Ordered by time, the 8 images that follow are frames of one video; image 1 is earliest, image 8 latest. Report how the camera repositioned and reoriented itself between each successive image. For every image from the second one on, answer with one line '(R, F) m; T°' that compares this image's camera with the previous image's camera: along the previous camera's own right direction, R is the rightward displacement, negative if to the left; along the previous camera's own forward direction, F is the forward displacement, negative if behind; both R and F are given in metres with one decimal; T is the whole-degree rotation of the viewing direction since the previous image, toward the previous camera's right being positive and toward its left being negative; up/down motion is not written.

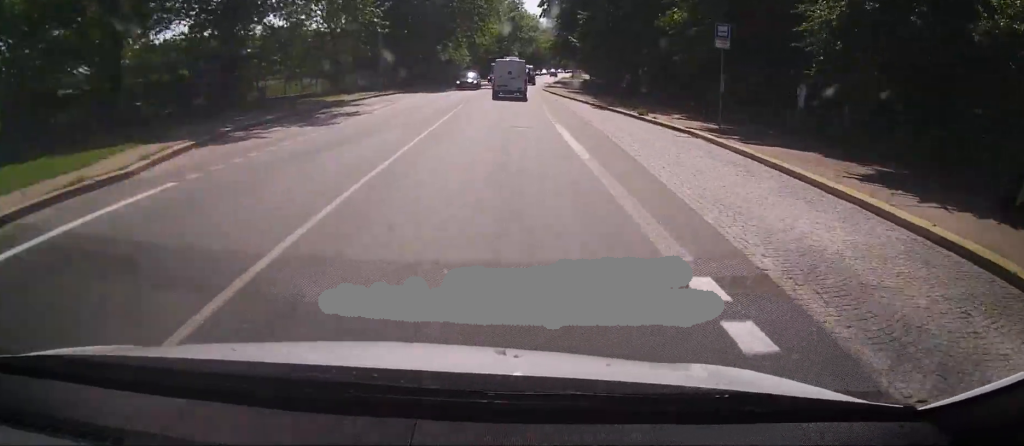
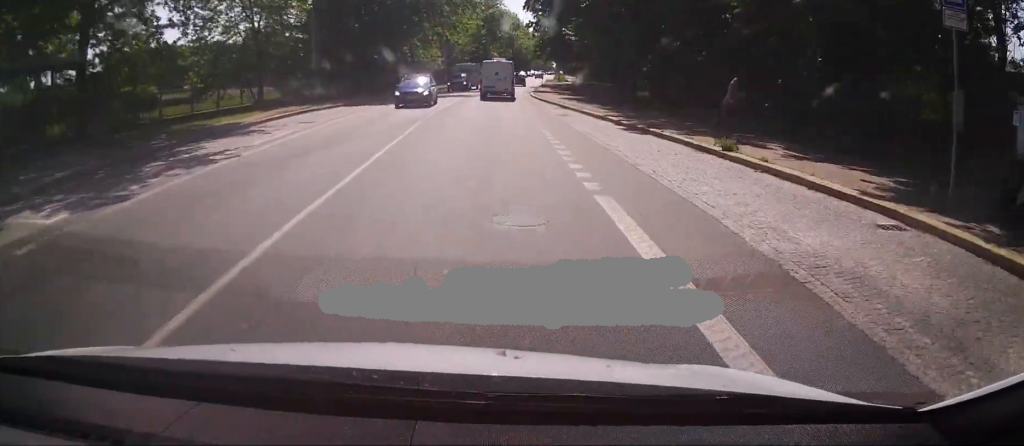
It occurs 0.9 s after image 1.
(0.0, +12.0) m; 0°
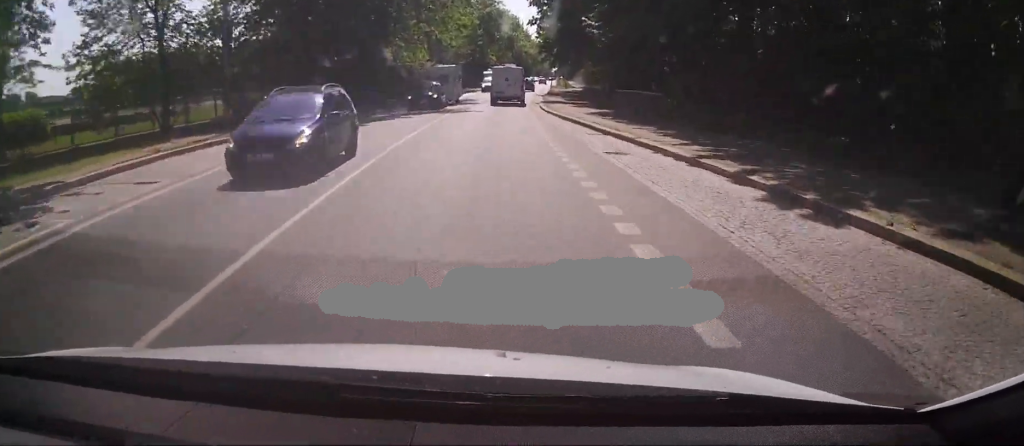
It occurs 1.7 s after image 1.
(0.0, +11.2) m; 0°
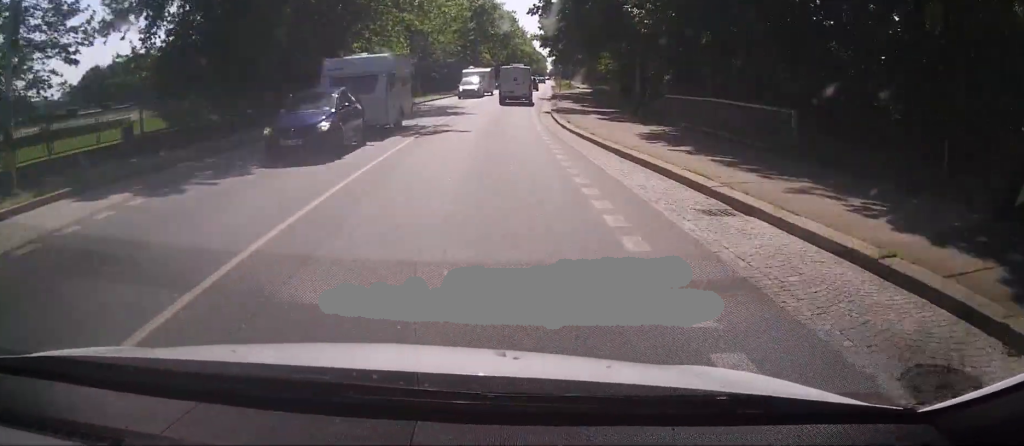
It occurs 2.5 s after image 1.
(0.0, +11.4) m; 0°
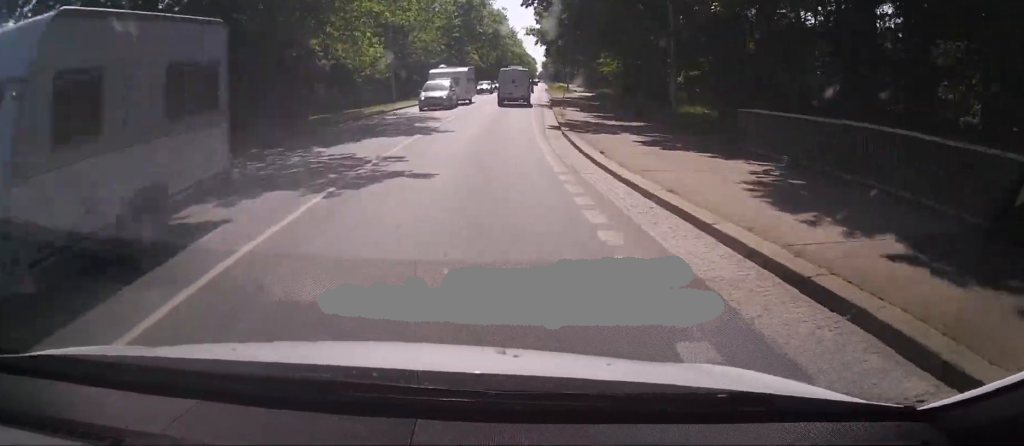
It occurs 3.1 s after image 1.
(0.0, +8.6) m; 0°
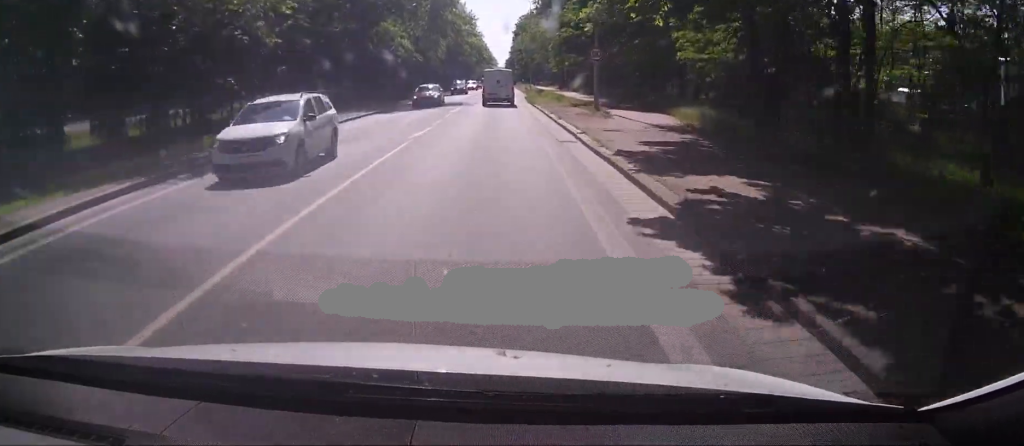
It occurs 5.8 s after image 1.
(0.0, +40.9) m; +2°
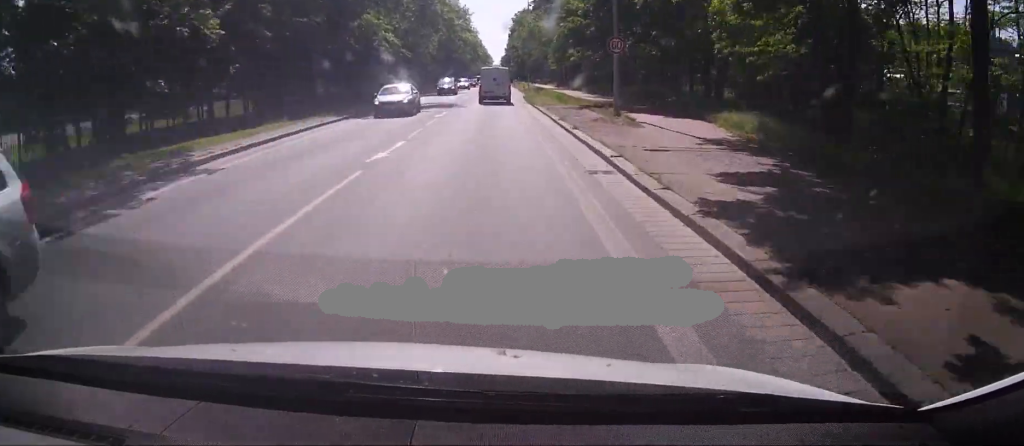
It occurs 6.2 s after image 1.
(-0.2, +6.0) m; +1°
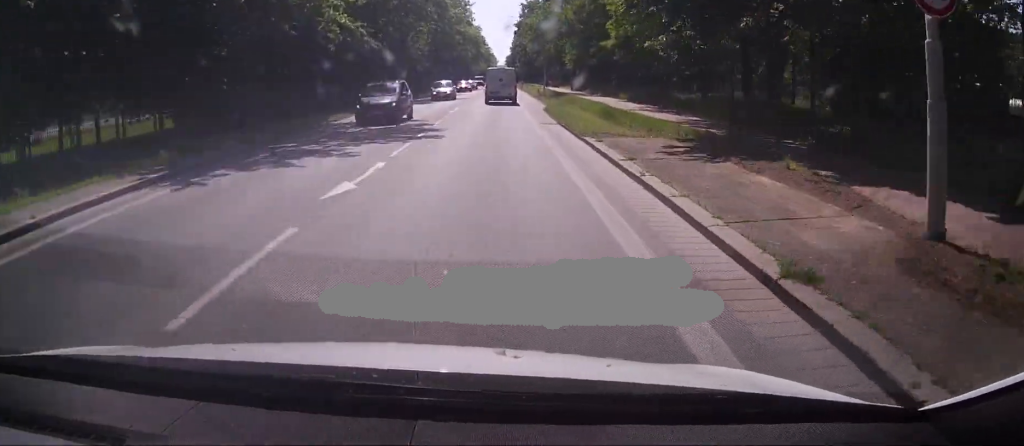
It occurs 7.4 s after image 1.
(+1.0, +18.3) m; +3°
